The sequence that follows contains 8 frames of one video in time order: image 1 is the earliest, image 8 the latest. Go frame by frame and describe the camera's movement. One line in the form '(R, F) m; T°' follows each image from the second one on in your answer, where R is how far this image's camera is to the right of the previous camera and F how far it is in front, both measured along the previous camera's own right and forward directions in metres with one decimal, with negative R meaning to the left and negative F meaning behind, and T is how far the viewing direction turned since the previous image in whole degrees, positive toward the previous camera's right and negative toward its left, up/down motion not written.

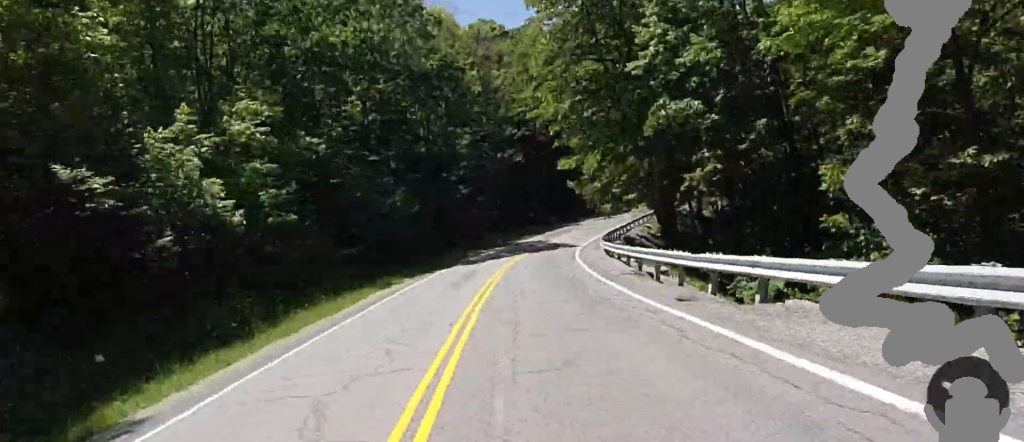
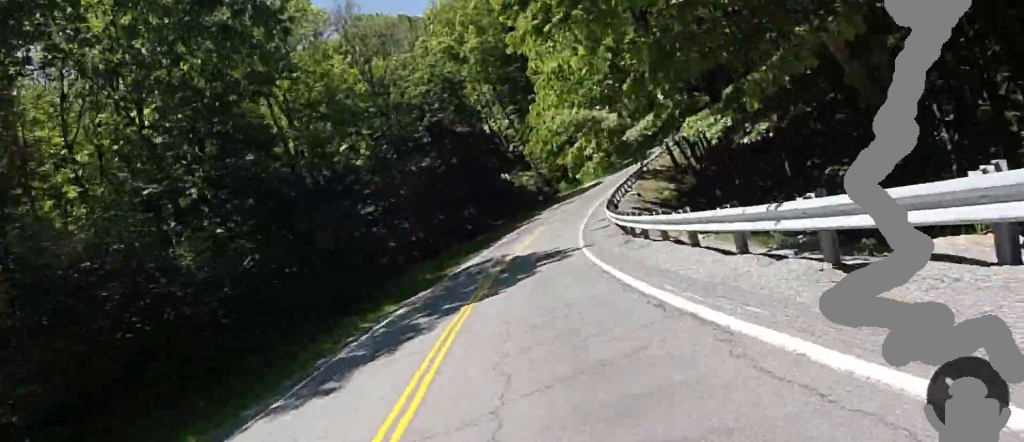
(-4.3, +16.6) m; -15°
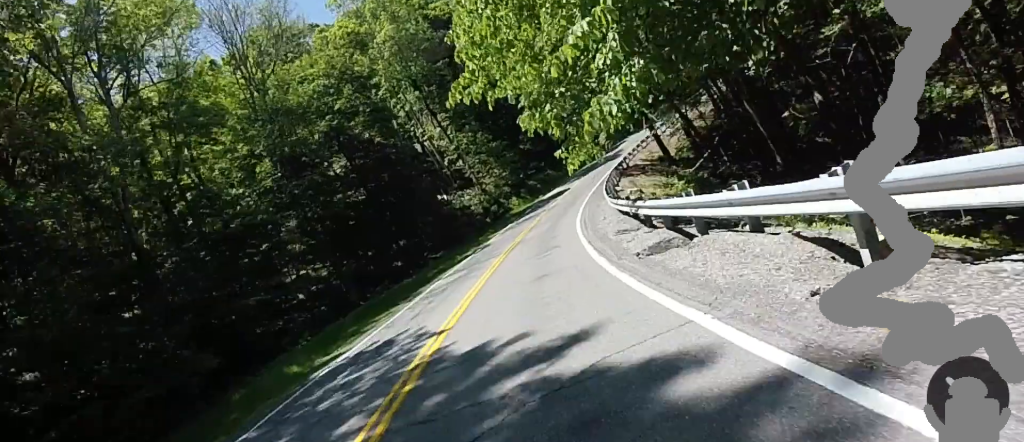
(-5.1, +14.1) m; +3°
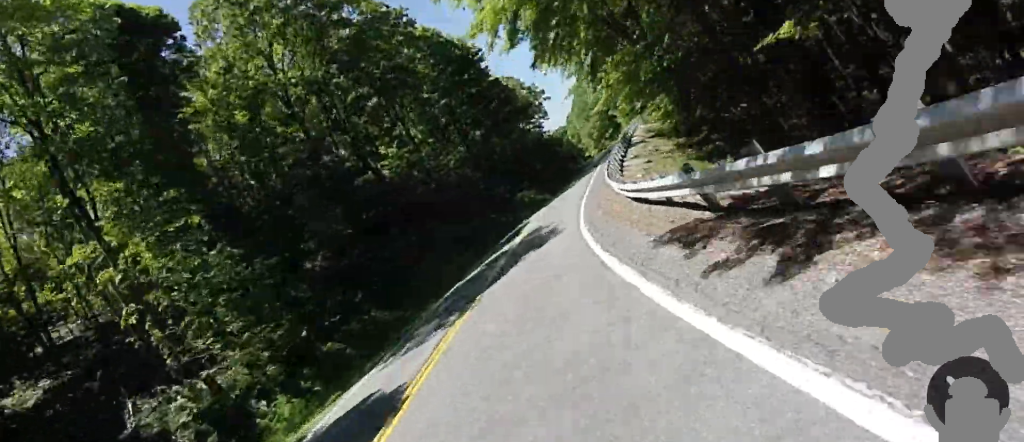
(+16.4, +26.0) m; +56°
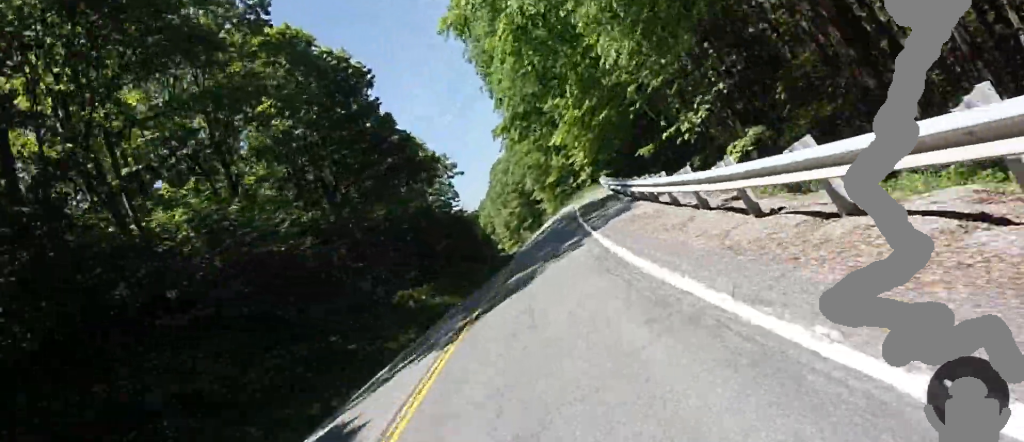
(+5.9, +21.6) m; +16°
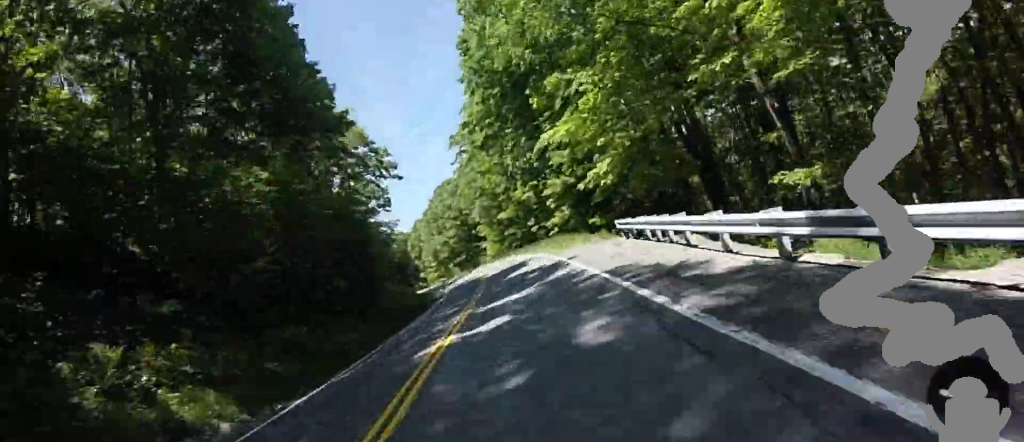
(0.0, +14.1) m; +2°
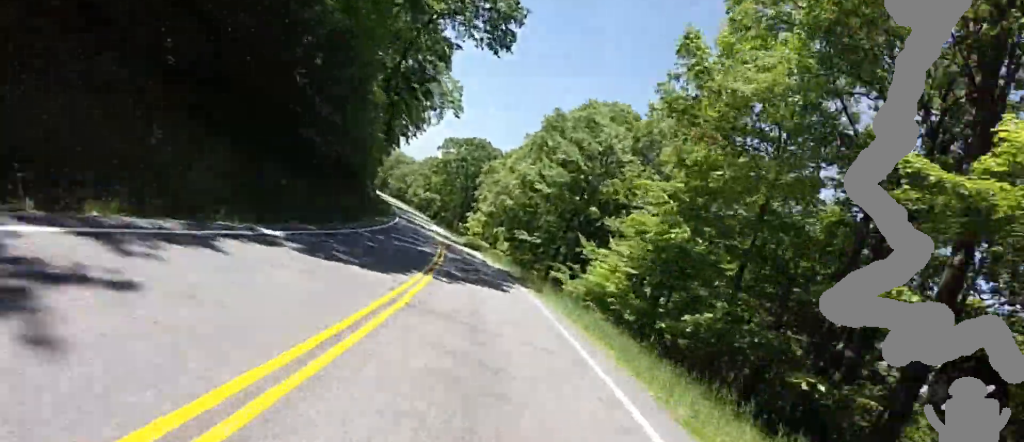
(-0.7, +47.3) m; -7°
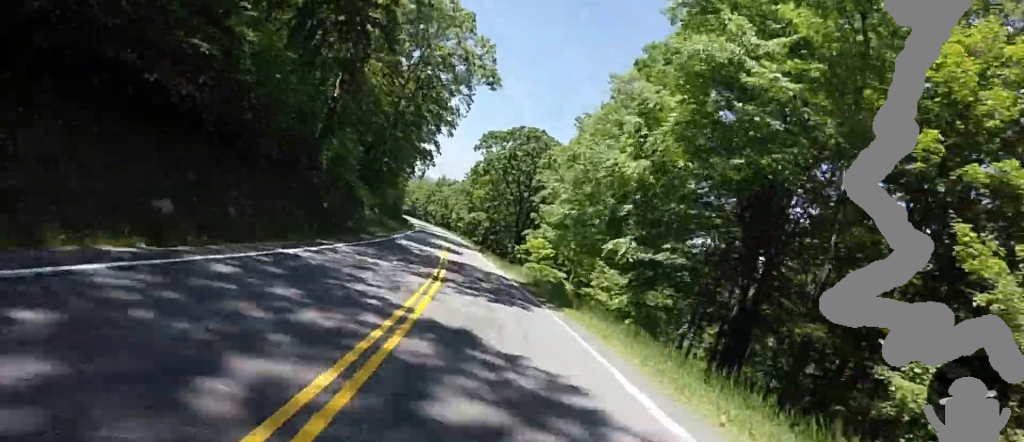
(-1.7, +24.9) m; -7°
